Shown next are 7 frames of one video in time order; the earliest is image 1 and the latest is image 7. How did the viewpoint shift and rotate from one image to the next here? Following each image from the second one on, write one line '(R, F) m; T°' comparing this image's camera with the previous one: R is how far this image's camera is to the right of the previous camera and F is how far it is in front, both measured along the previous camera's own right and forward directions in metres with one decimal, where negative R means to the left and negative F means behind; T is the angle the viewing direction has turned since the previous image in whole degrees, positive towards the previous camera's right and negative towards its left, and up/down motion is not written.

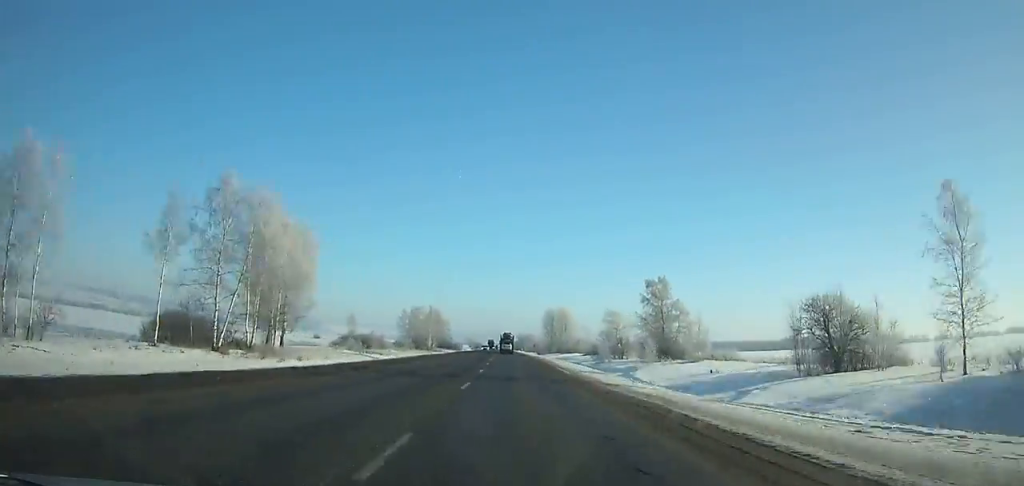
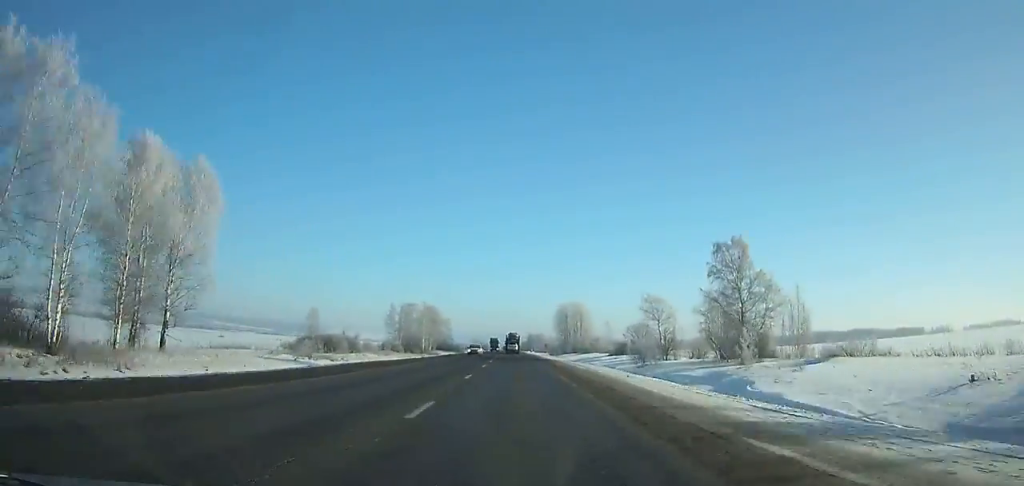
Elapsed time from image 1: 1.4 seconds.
(-0.2, +31.4) m; -1°
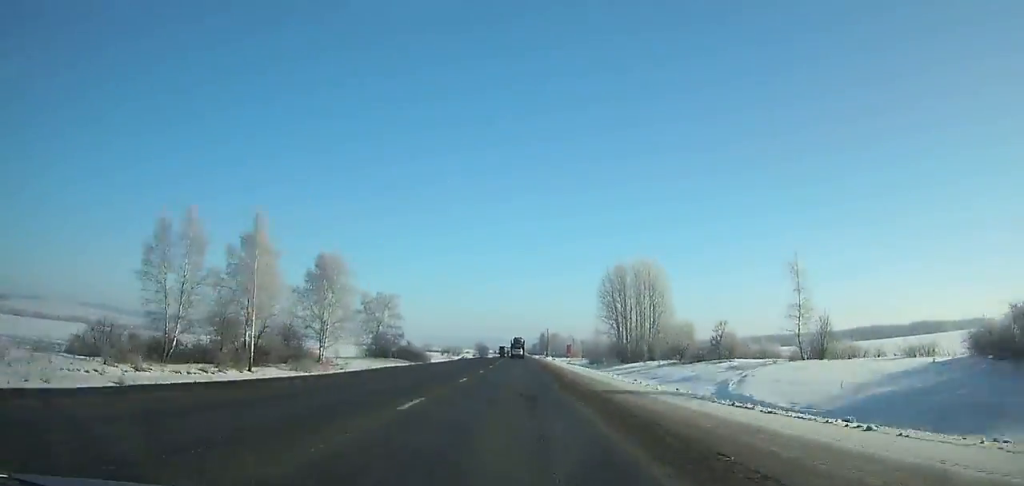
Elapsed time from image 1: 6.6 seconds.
(-1.1, +117.2) m; 0°
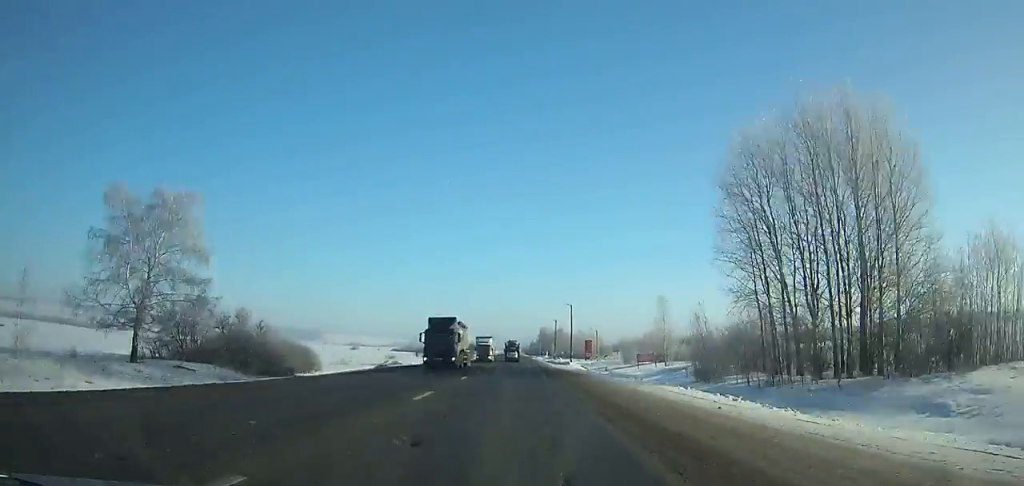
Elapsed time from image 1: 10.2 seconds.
(+0.5, +80.6) m; 0°
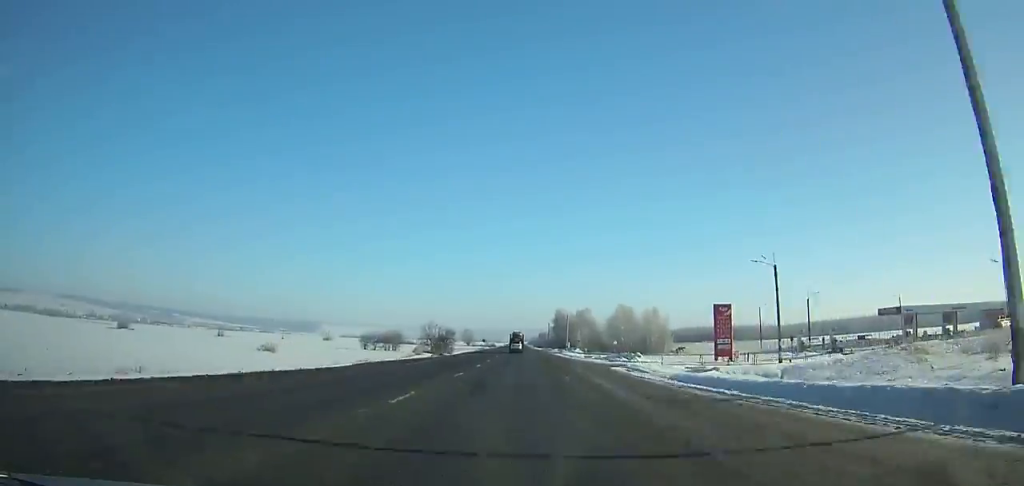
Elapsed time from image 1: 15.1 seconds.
(-0.3, +108.9) m; 0°
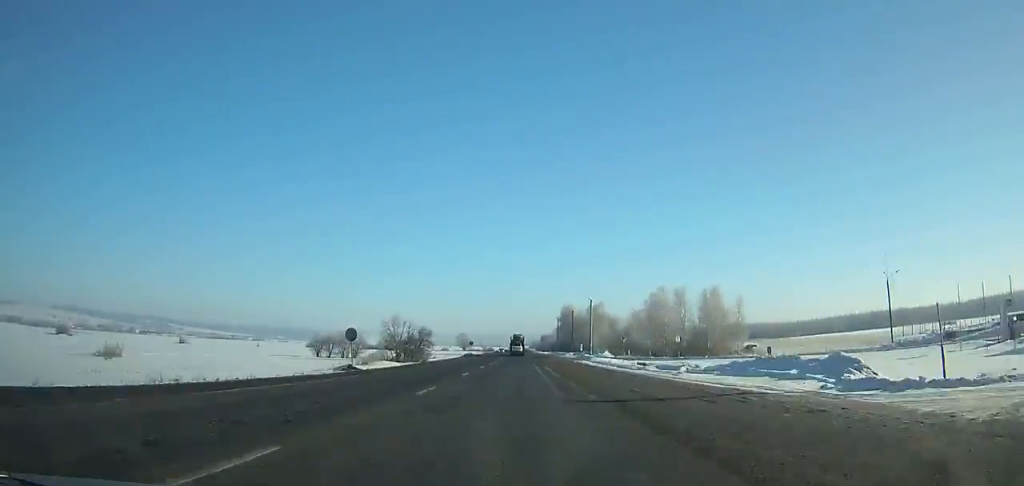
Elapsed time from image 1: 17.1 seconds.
(-0.1, +44.3) m; 0°
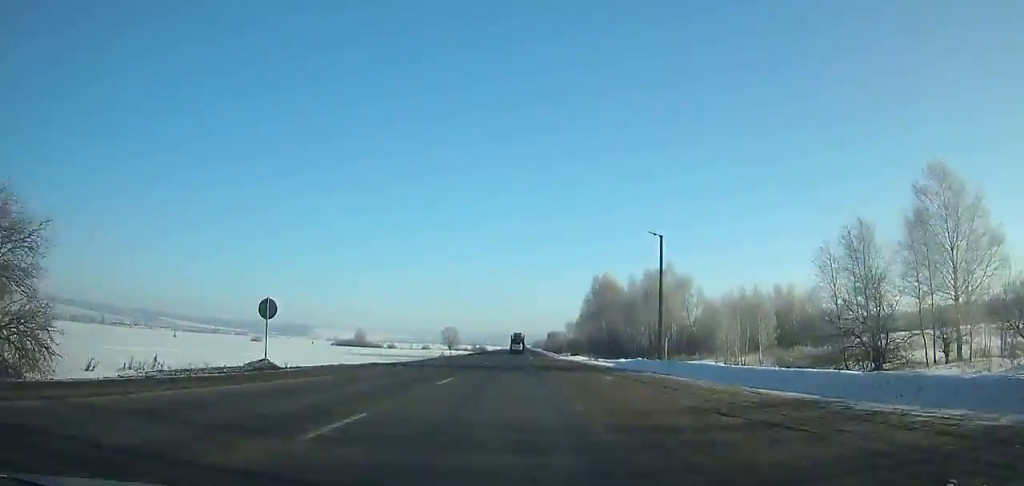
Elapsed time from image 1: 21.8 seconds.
(-0.4, +104.1) m; 0°
